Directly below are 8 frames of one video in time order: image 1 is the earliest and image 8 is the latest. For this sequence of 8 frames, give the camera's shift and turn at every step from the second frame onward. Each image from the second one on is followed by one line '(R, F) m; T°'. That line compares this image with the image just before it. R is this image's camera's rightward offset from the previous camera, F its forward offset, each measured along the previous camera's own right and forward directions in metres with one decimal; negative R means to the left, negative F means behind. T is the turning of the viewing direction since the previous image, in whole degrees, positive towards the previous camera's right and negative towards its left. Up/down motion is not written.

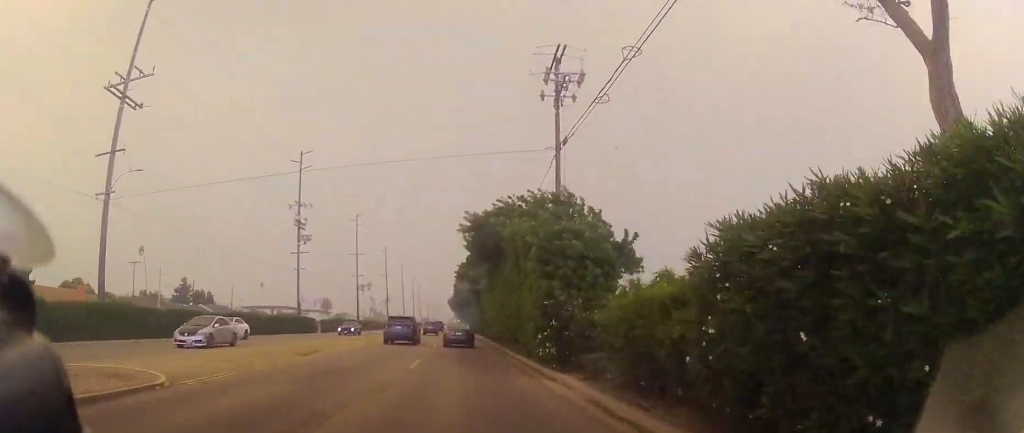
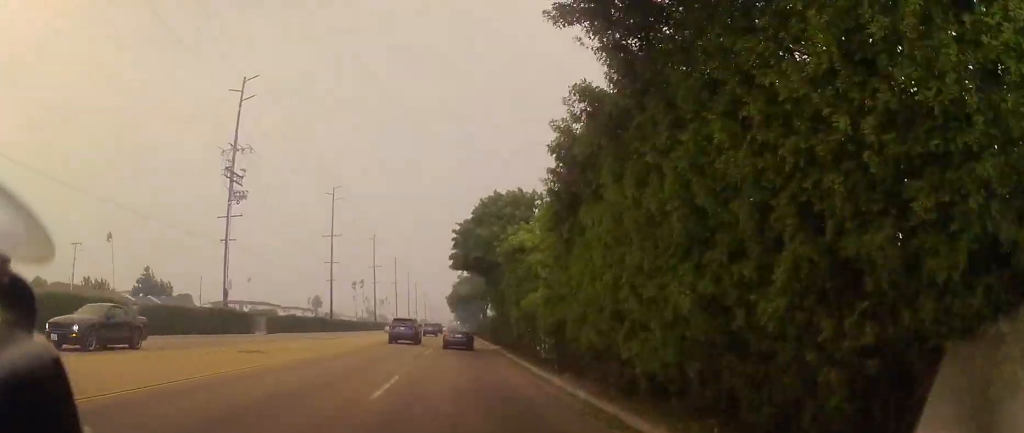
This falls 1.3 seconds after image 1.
(0.0, +20.9) m; 0°
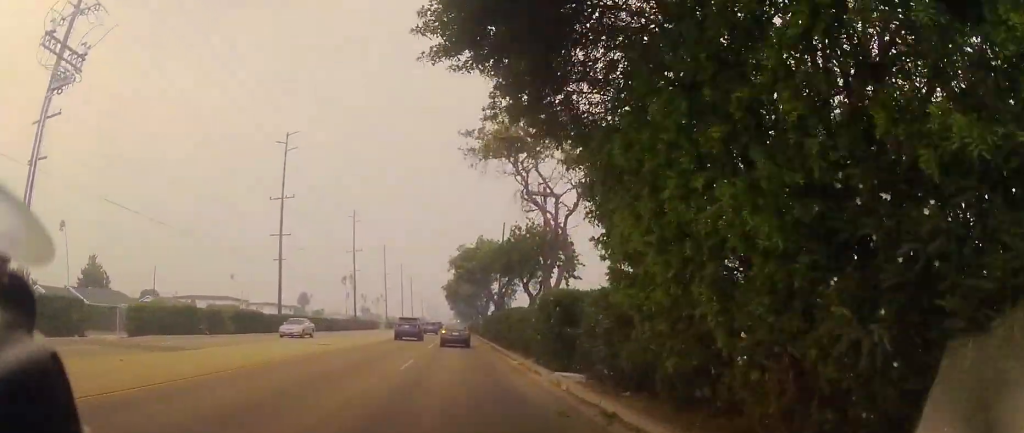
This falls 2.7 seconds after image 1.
(-0.3, +23.6) m; -1°
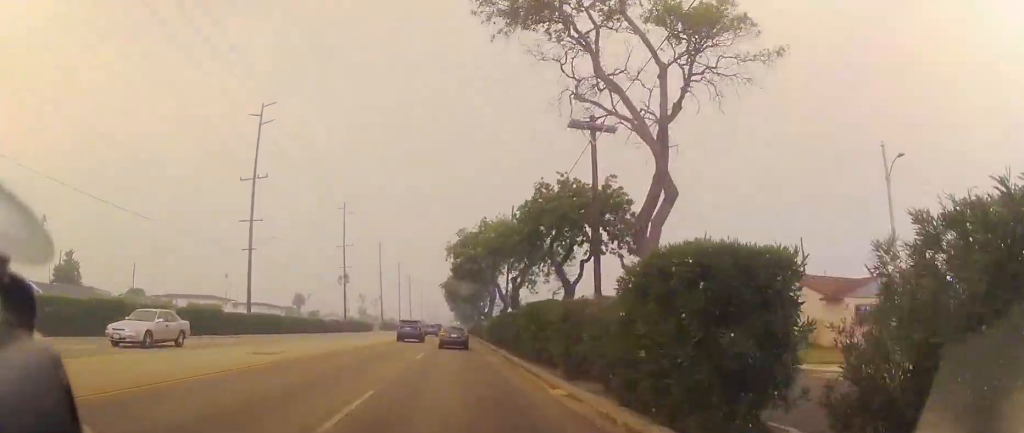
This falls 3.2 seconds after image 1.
(-0.3, +8.8) m; +1°
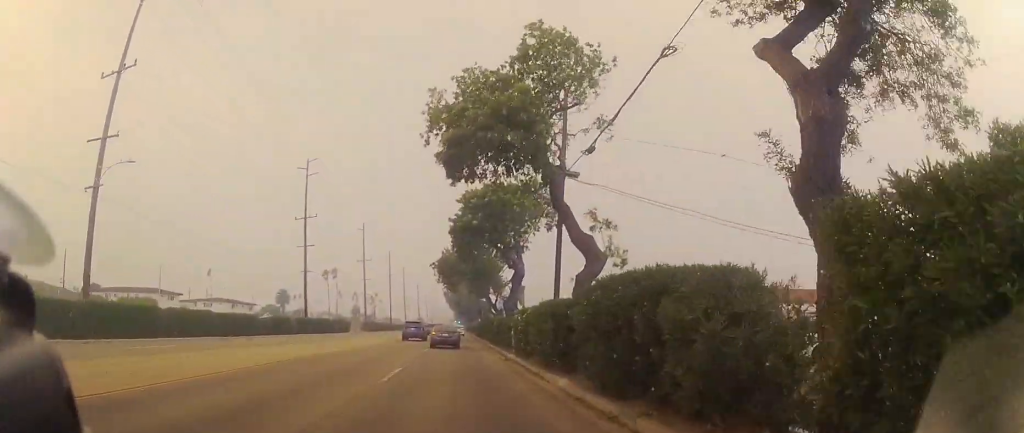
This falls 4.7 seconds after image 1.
(+1.5, +23.8) m; +5°
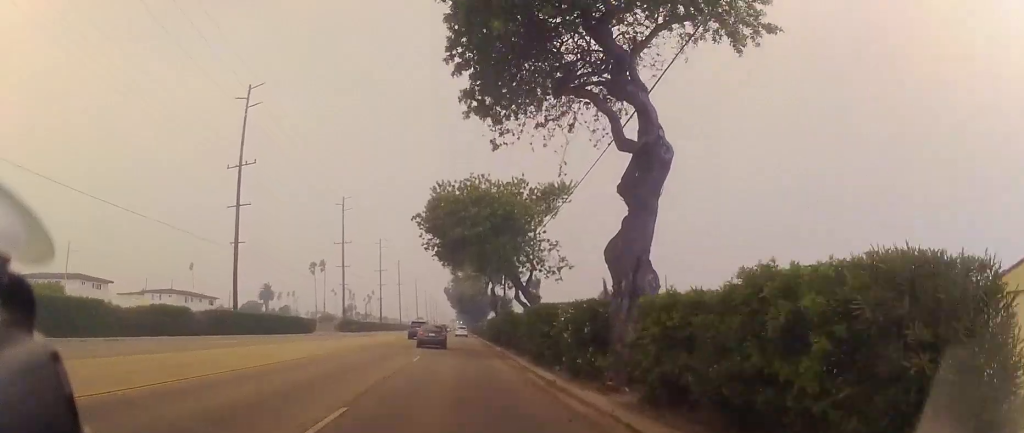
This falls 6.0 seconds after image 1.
(0.0, +22.4) m; -2°
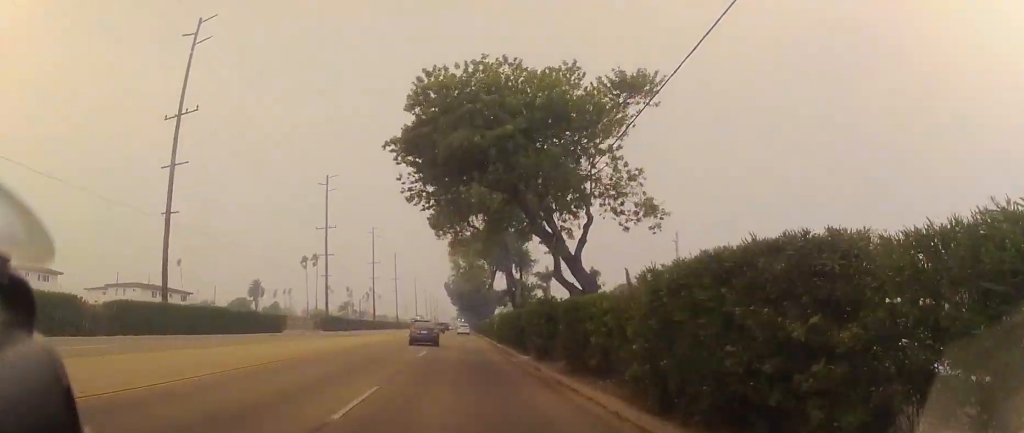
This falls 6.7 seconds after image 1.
(-0.2, +12.1) m; -2°
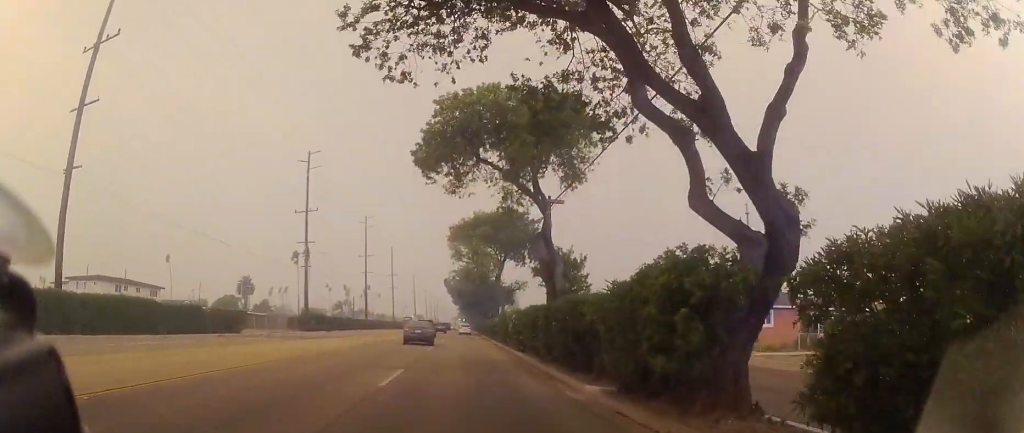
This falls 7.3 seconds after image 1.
(-0.2, +11.1) m; -1°
